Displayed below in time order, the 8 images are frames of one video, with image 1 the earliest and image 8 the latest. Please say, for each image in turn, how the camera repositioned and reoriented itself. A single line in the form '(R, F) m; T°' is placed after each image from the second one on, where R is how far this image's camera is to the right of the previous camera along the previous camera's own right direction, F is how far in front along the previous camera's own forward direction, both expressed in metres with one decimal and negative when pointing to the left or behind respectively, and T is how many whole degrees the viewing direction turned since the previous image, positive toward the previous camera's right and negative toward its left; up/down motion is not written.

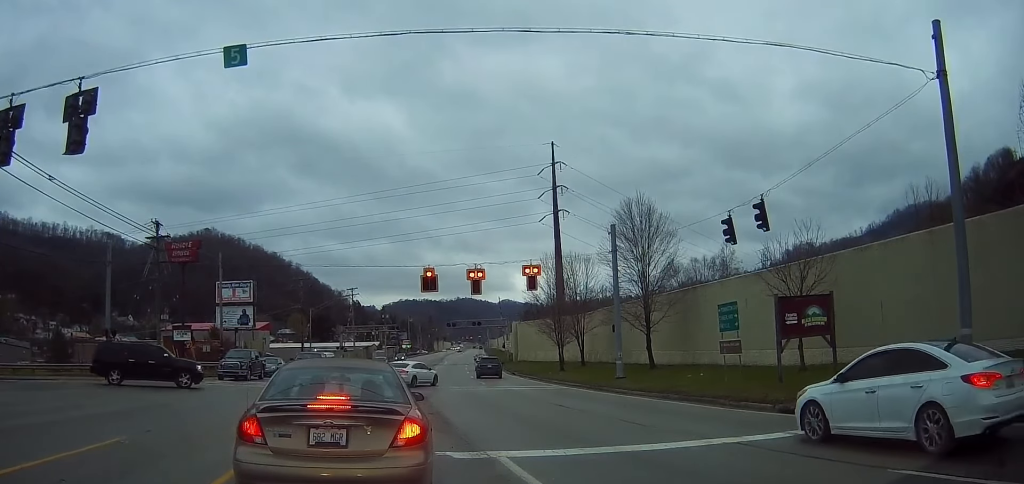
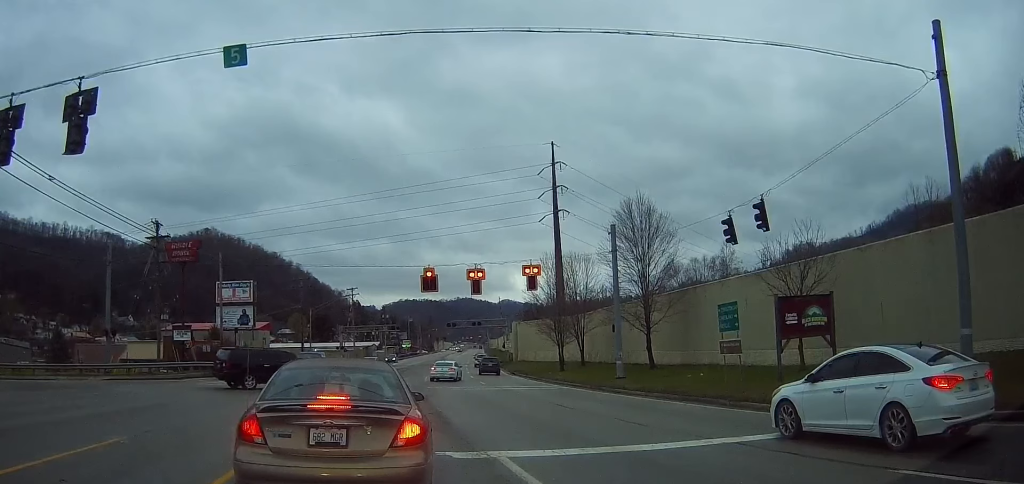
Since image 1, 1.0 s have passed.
(0.0, 0.0) m; 0°
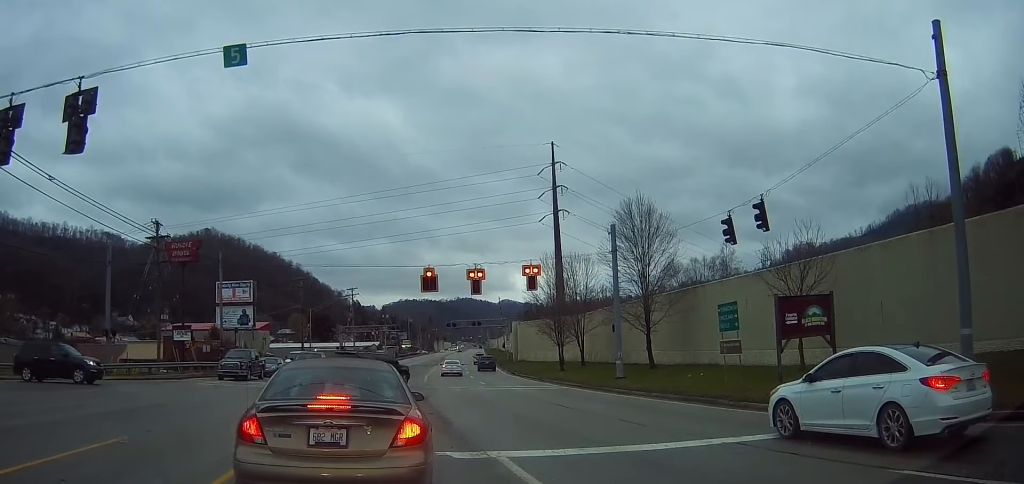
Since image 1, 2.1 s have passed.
(0.0, 0.0) m; 0°
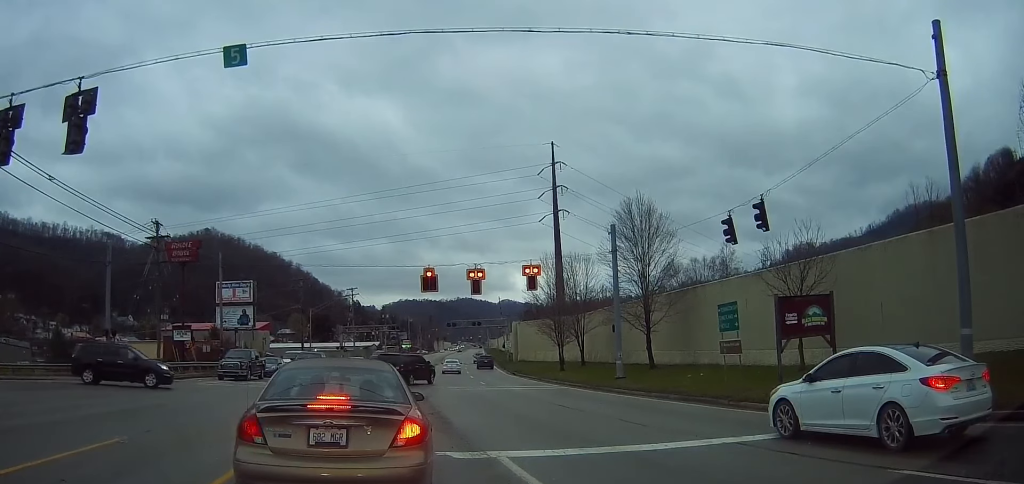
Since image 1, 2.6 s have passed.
(0.0, 0.0) m; 0°
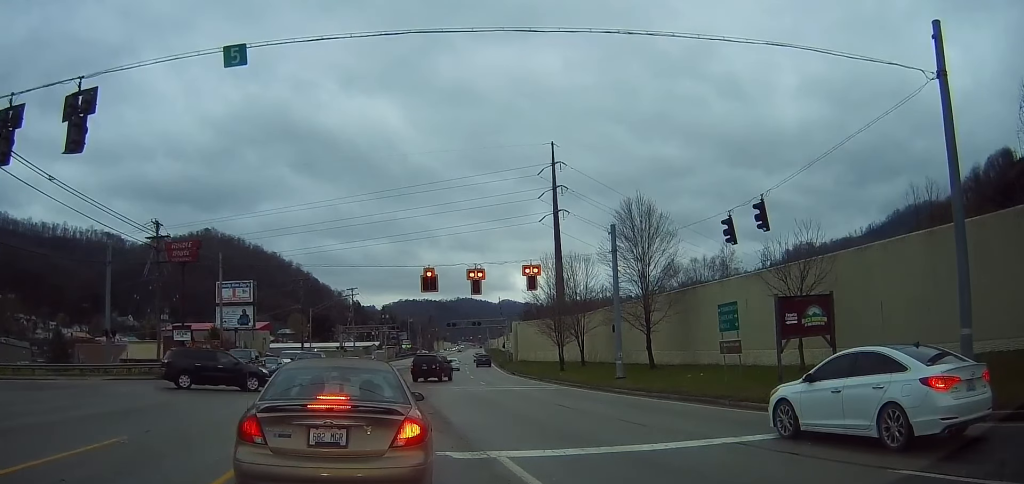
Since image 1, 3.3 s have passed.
(0.0, 0.0) m; 0°
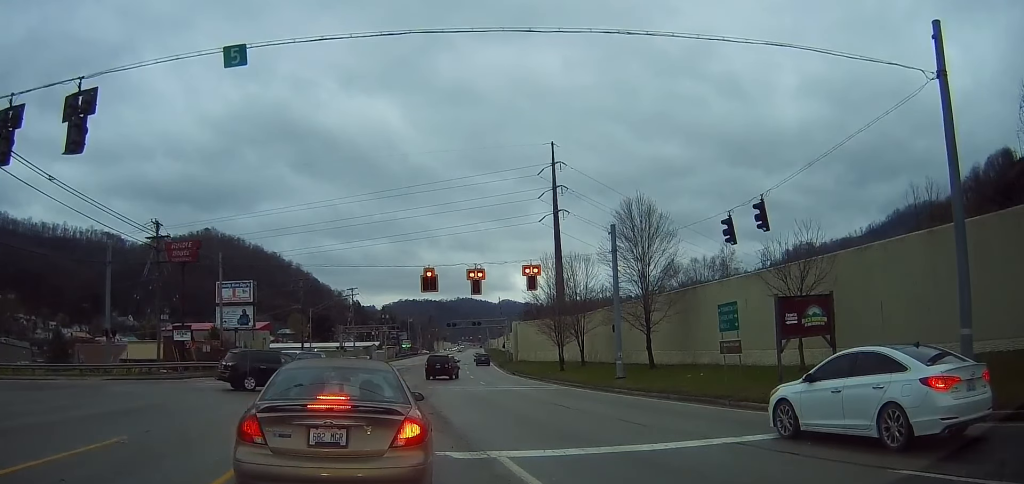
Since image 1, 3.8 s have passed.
(0.0, 0.0) m; 0°
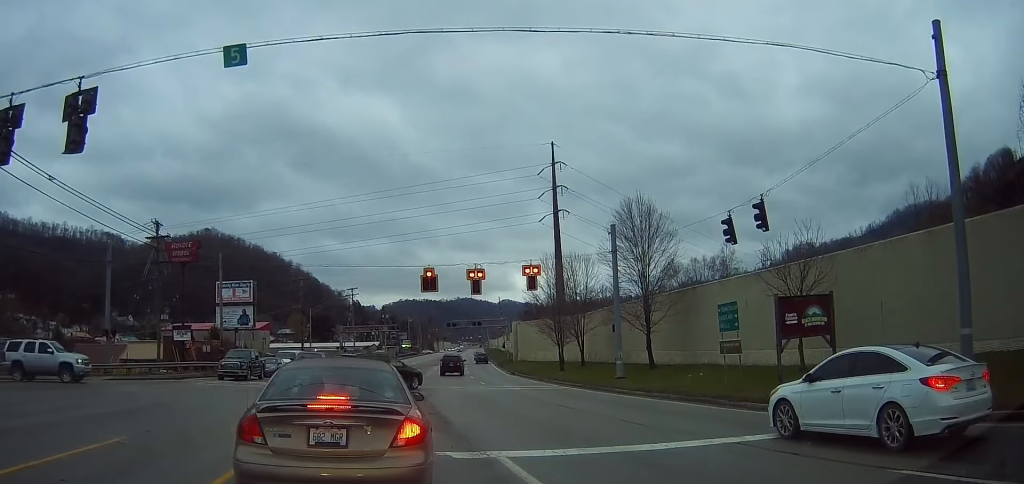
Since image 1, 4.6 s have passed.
(0.0, 0.0) m; 0°
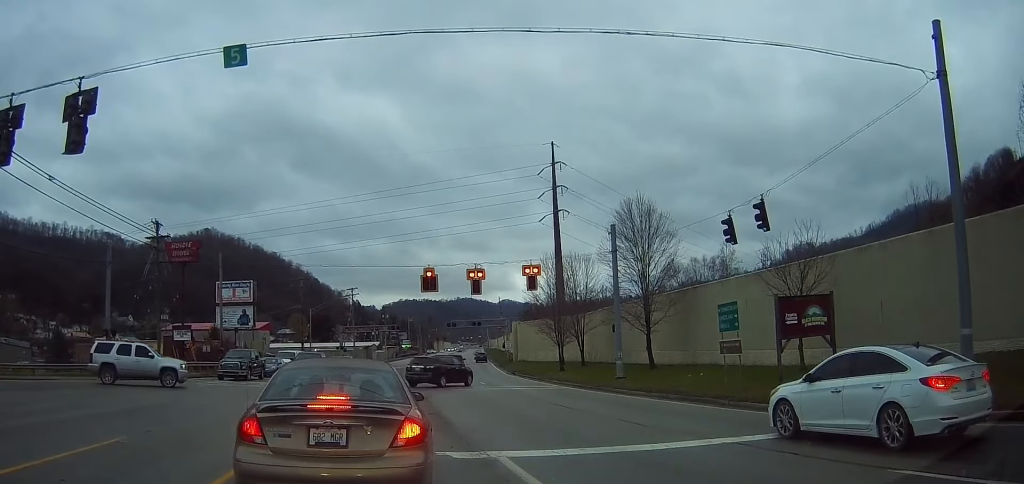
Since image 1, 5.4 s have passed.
(0.0, 0.0) m; 0°
